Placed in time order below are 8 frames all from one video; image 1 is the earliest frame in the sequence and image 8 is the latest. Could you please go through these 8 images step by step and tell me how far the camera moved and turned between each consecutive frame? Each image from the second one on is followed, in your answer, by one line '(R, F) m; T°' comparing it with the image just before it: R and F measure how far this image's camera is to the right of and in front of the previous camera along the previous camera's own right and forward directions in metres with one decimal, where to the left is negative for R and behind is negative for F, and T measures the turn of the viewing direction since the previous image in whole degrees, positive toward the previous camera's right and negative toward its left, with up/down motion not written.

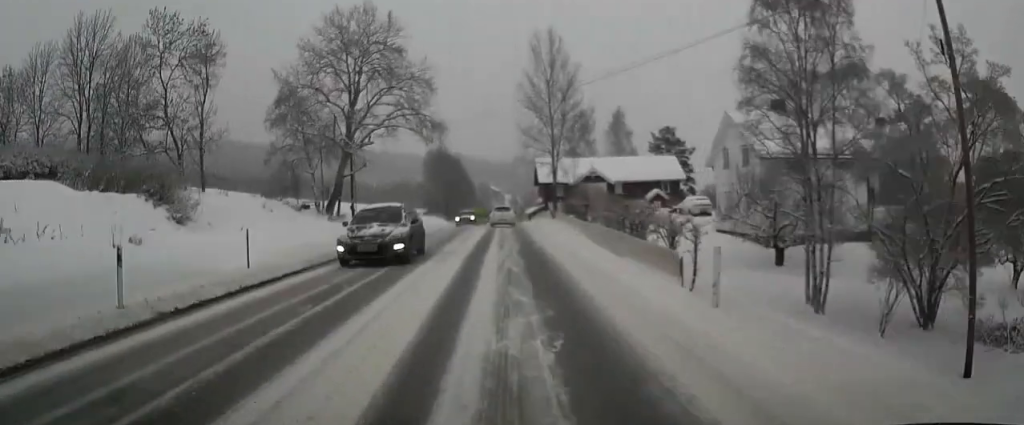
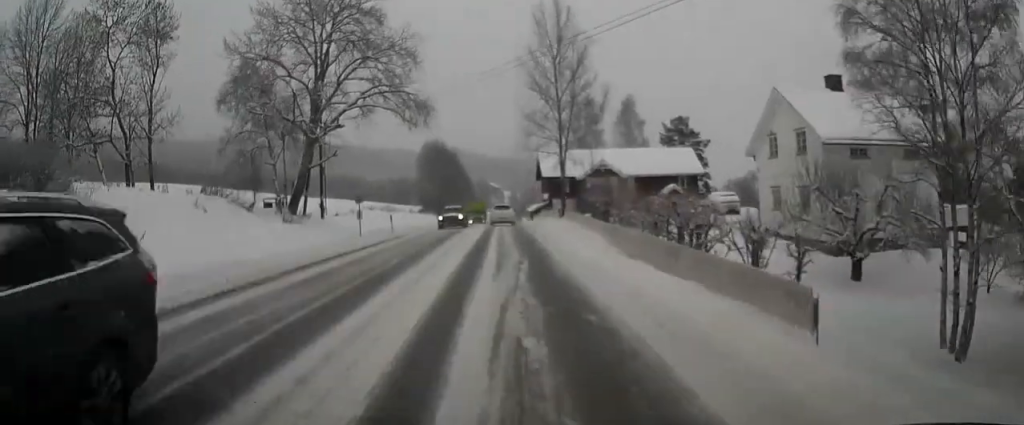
(0.0, +7.1) m; 0°
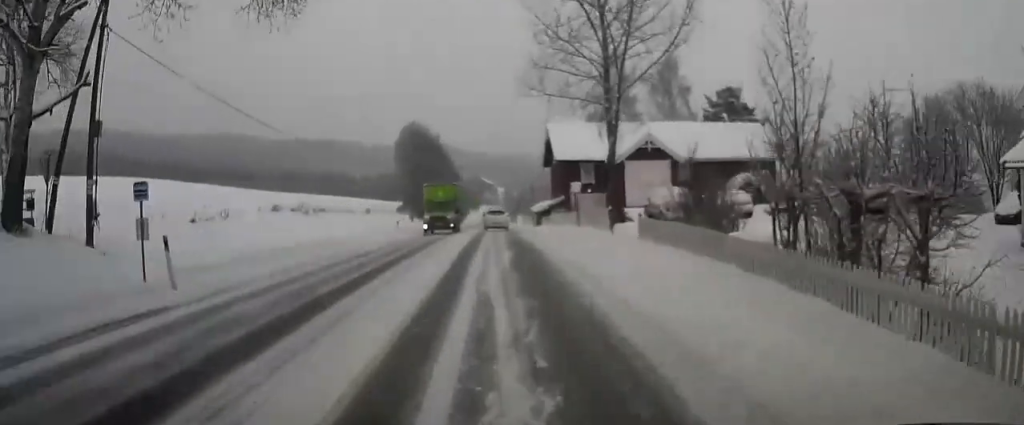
(-0.1, +21.0) m; 0°
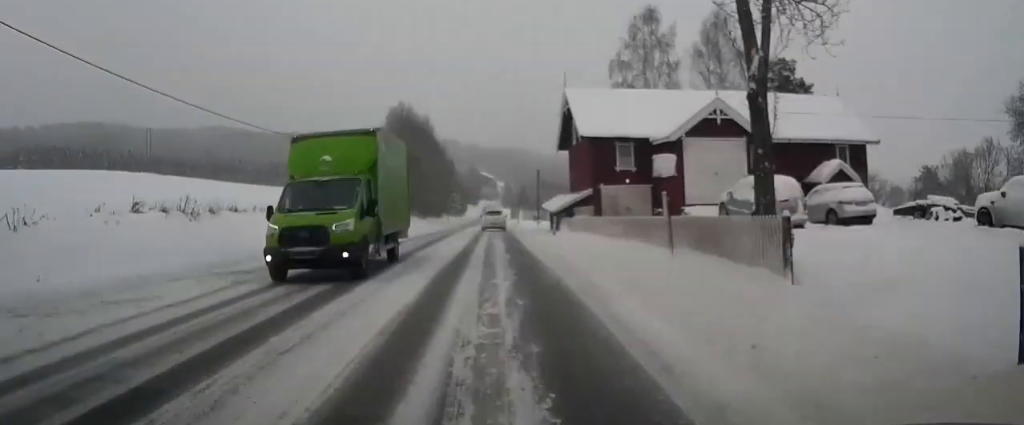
(+0.1, +12.8) m; 0°
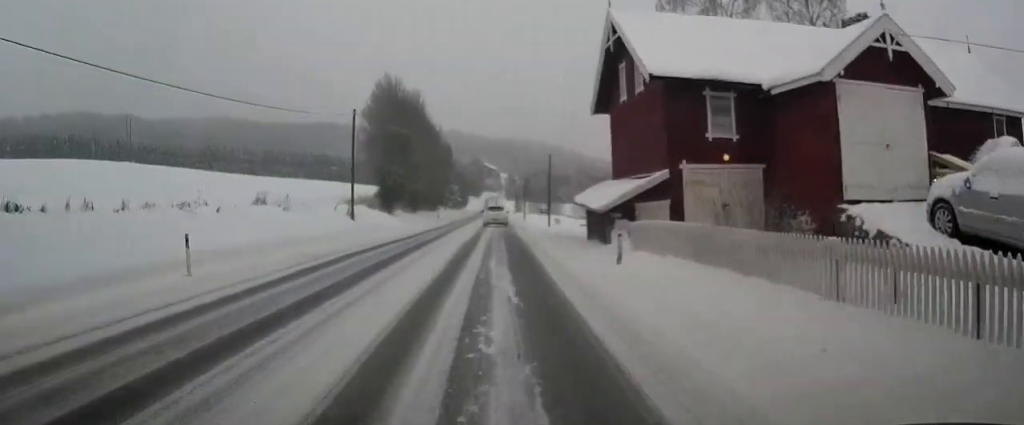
(0.0, +12.9) m; 0°
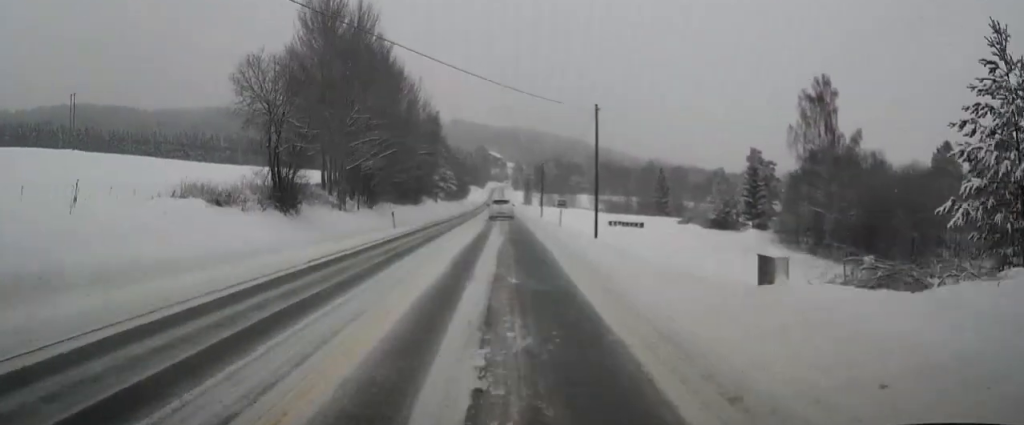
(-0.1, +28.2) m; 0°
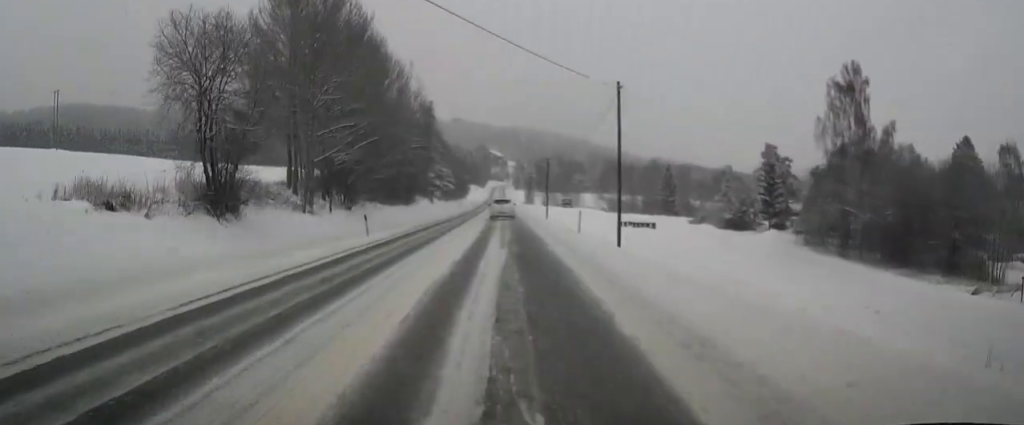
(-0.1, +6.8) m; 0°
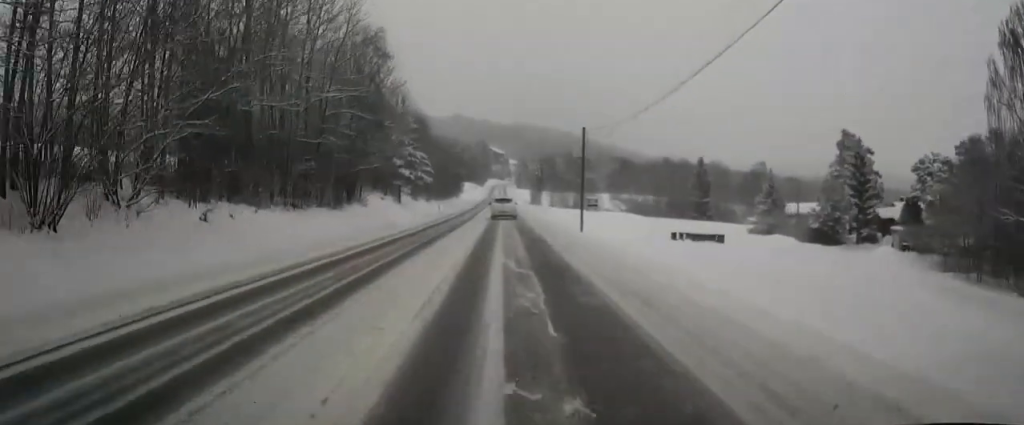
(-0.1, +27.3) m; 0°
